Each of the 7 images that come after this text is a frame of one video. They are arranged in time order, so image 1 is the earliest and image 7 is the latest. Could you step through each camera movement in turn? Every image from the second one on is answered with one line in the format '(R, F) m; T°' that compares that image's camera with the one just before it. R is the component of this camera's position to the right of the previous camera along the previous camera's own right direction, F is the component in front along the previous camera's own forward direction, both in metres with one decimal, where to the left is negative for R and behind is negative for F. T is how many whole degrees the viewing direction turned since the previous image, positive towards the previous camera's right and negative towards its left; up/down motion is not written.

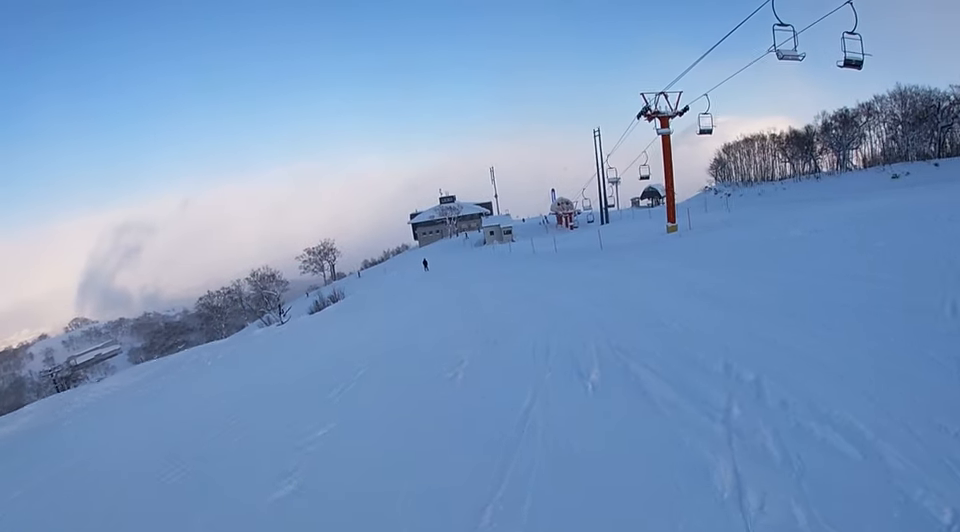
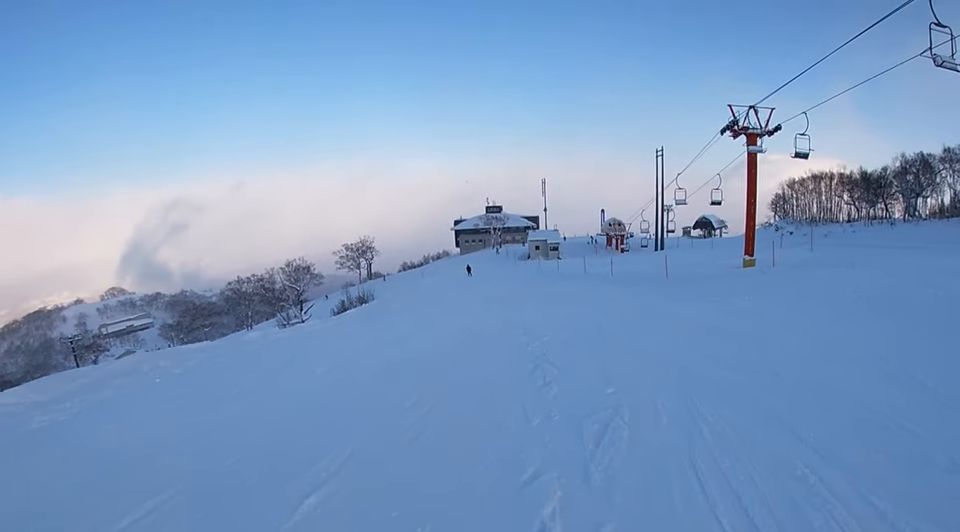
(-0.6, +4.9) m; -1°
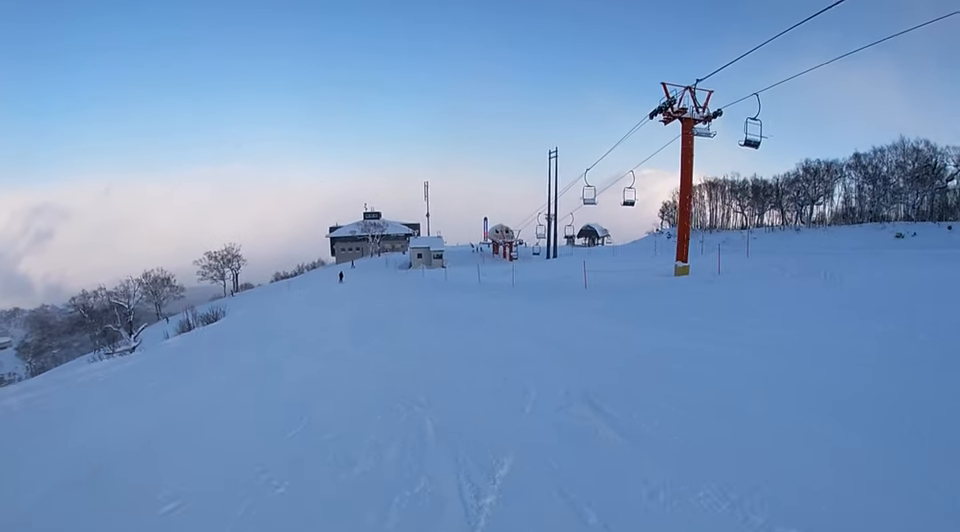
(+0.6, +7.8) m; +10°
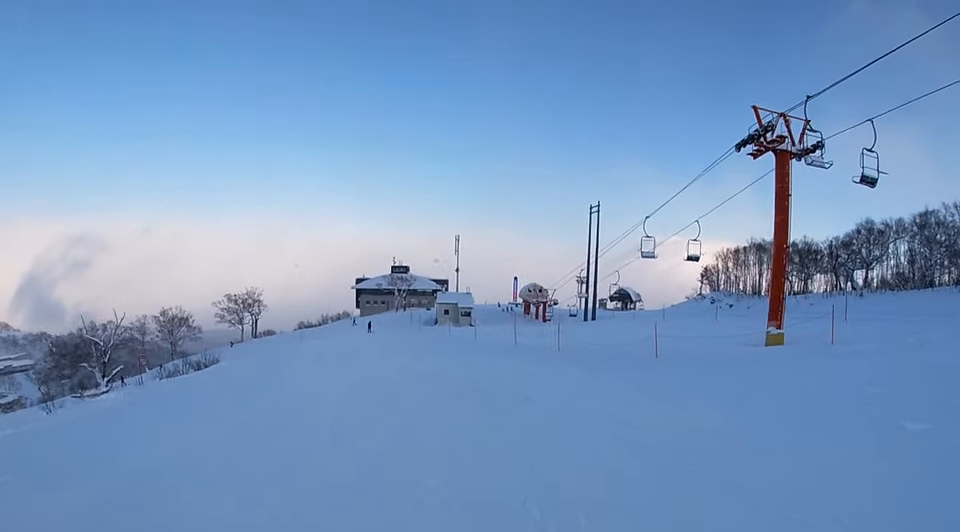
(+0.3, +6.4) m; +2°
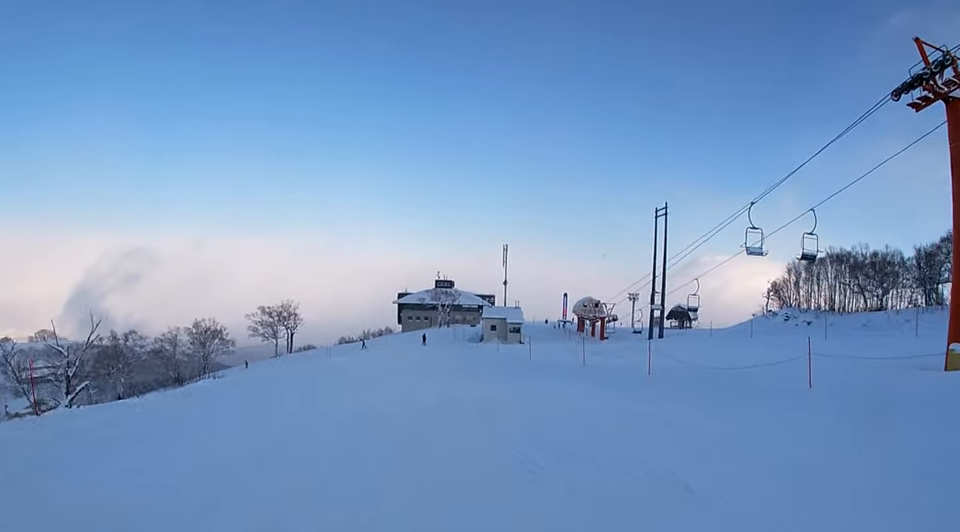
(-0.1, +7.5) m; -9°
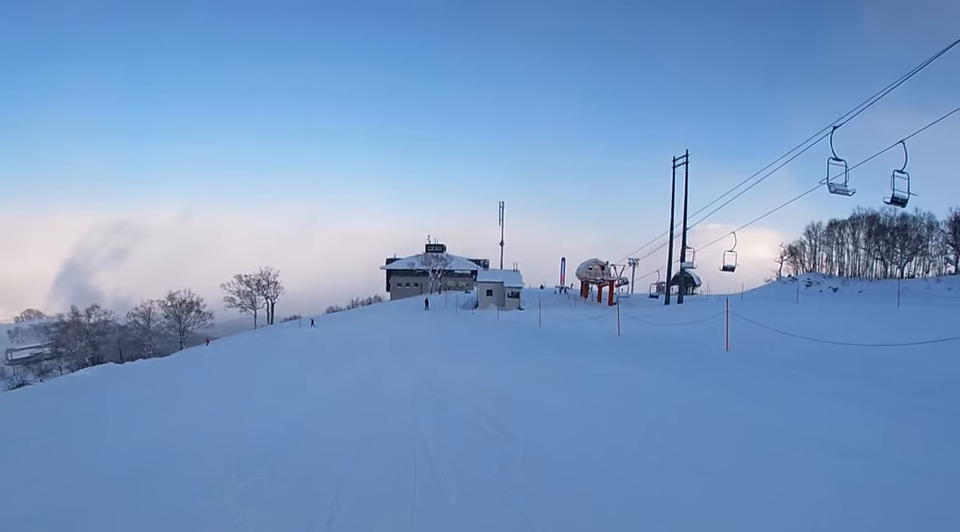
(-1.0, +6.7) m; -3°
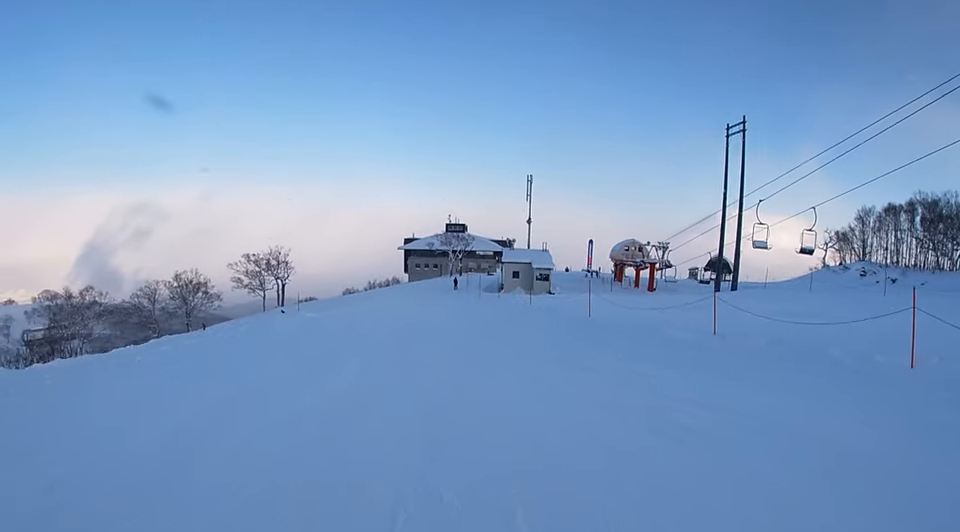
(+0.3, +6.0) m; +1°
